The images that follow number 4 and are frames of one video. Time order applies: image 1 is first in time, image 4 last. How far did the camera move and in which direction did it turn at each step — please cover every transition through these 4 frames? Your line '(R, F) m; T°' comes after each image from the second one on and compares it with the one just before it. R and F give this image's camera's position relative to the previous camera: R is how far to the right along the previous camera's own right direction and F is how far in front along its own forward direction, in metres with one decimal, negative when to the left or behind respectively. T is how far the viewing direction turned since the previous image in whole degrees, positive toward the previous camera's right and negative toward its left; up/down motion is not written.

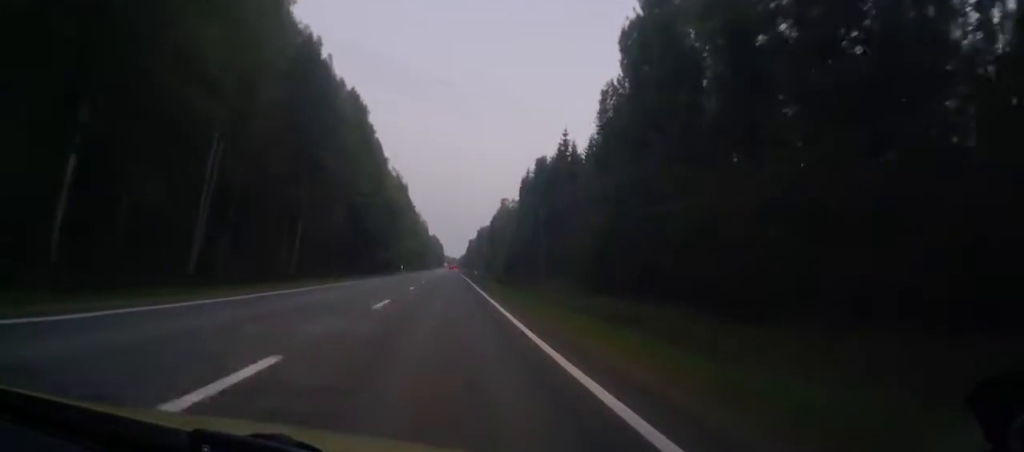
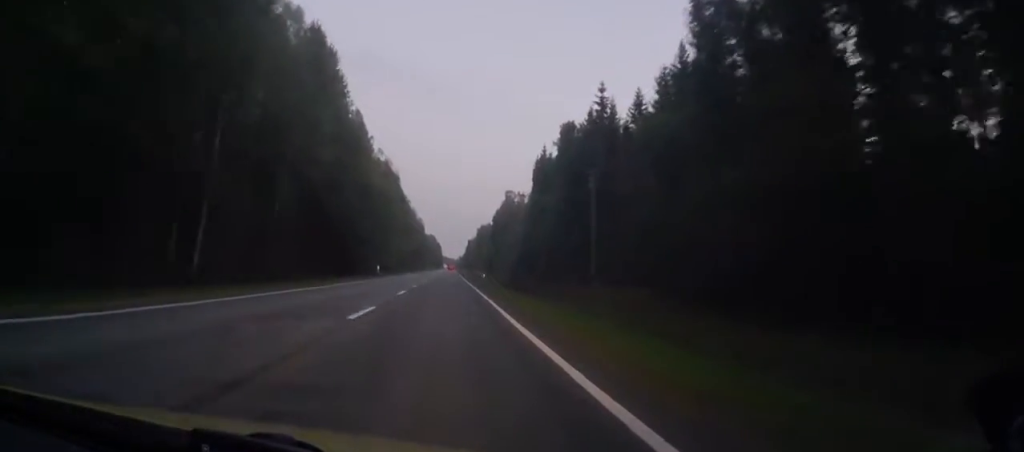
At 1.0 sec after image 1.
(0.0, +27.7) m; 0°
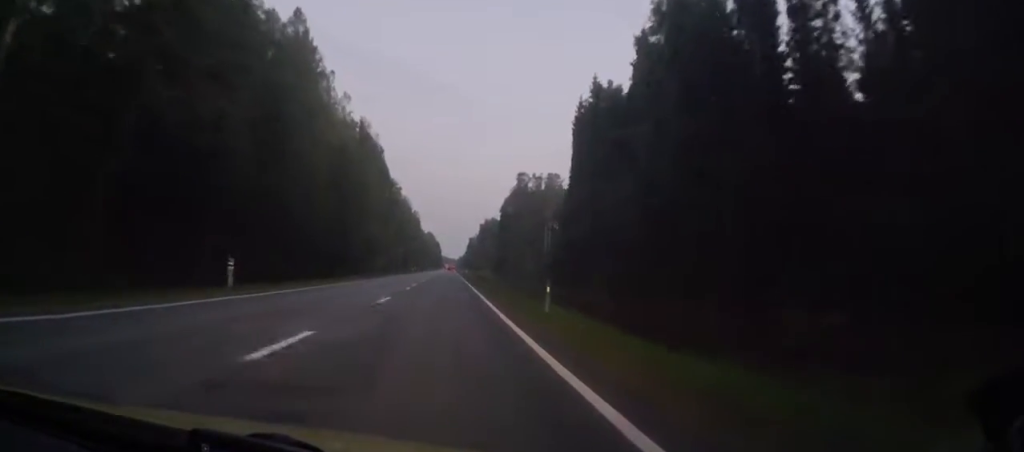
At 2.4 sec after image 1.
(+0.2, +42.0) m; 0°
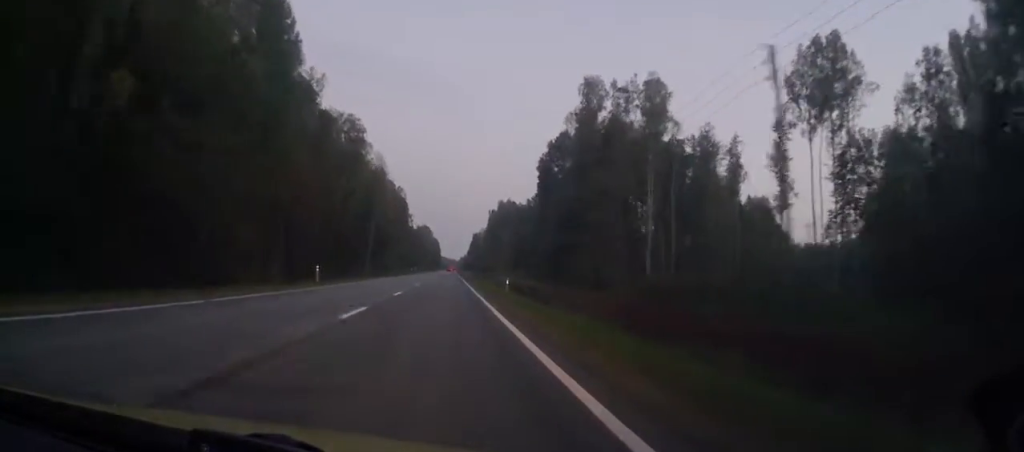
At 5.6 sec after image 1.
(-0.9, +89.6) m; 0°
